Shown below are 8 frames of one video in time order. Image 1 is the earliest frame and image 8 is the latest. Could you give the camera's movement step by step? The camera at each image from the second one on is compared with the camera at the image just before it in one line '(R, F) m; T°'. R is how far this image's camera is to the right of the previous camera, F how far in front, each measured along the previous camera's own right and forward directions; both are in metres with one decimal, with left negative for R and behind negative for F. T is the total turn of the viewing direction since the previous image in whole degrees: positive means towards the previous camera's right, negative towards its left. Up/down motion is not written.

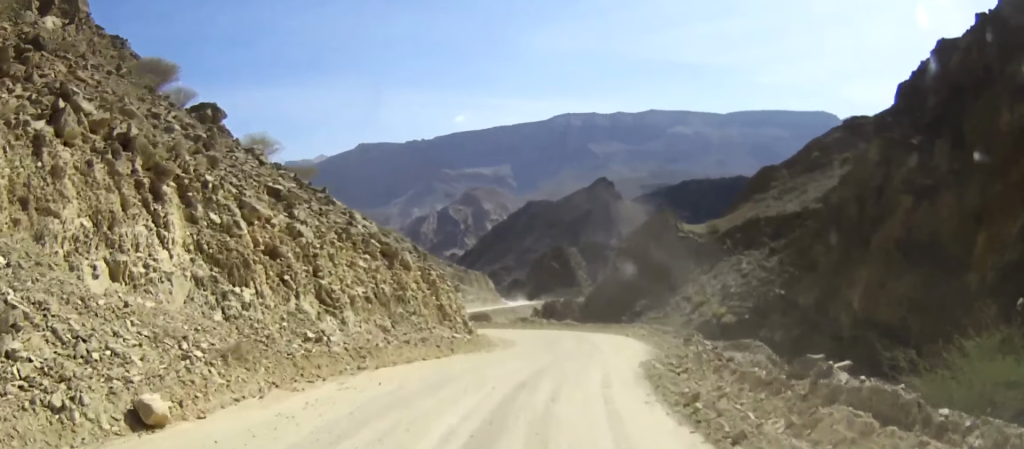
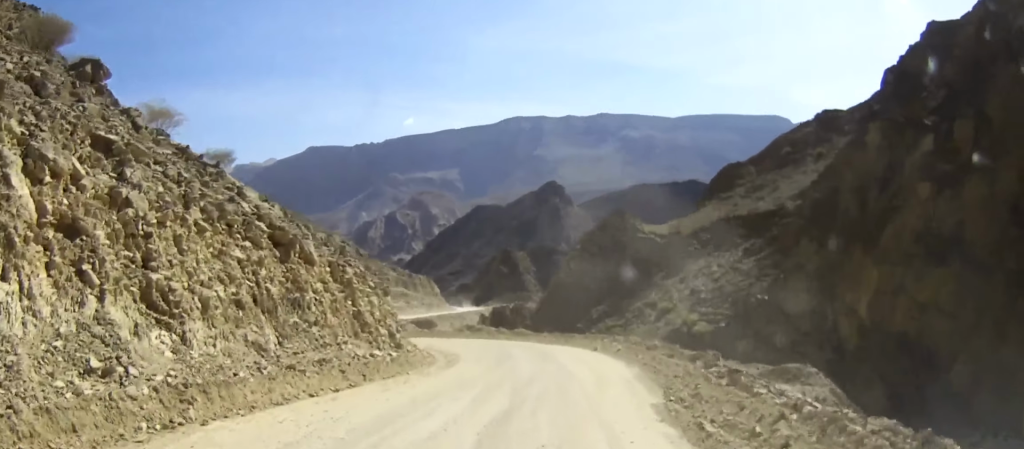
(+0.2, +8.4) m; +3°
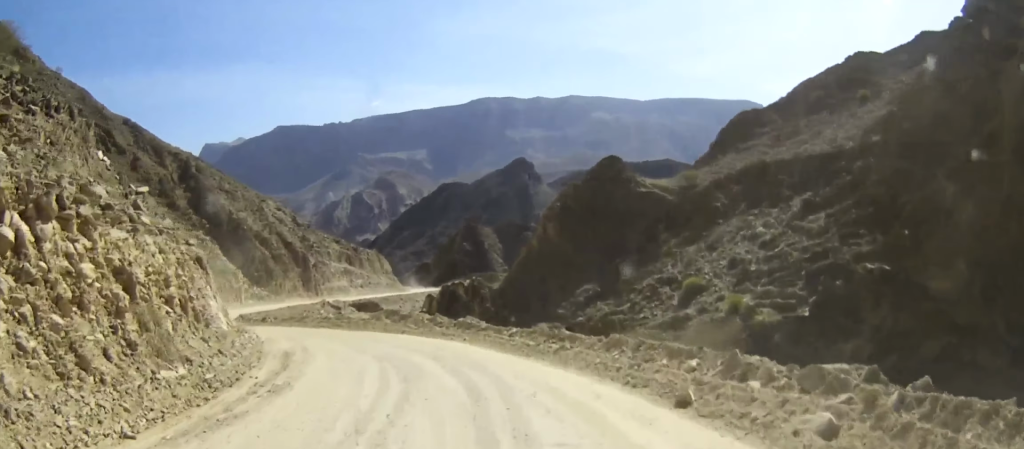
(+2.1, +24.0) m; +8°
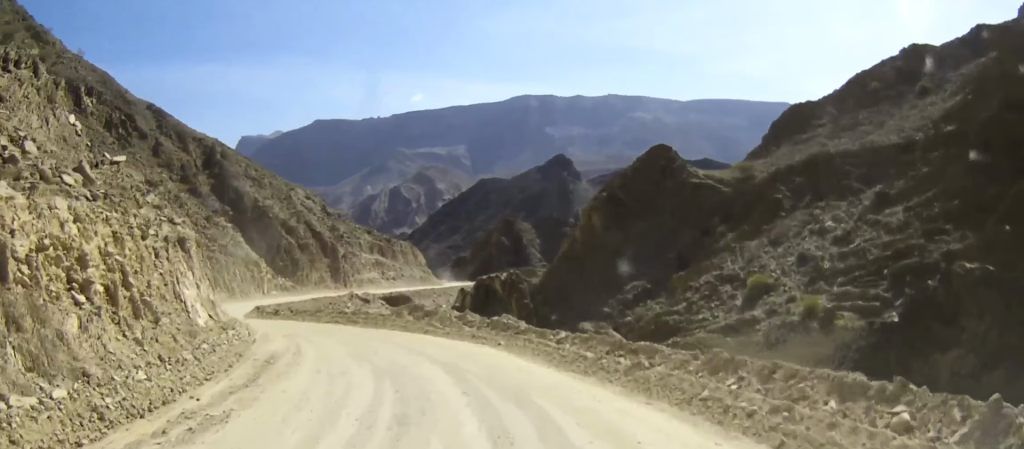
(+0.1, +5.8) m; -1°
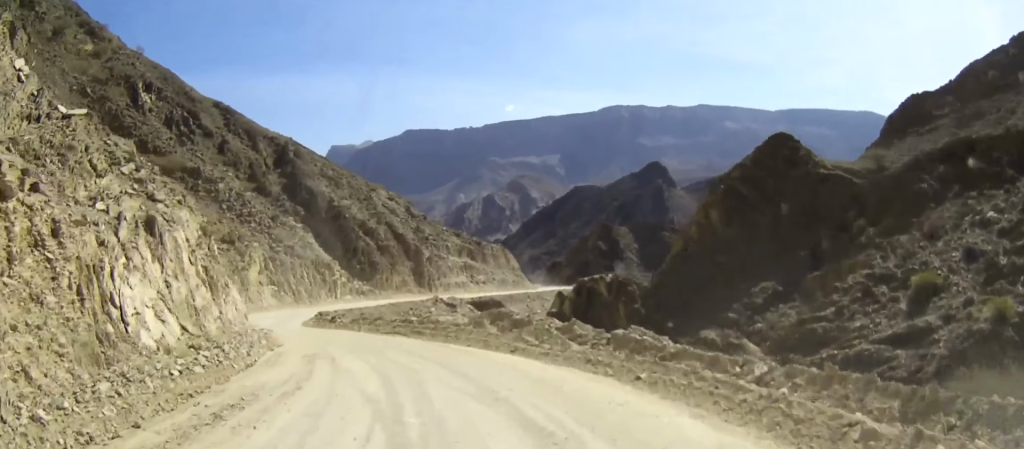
(-0.2, +8.8) m; -5°
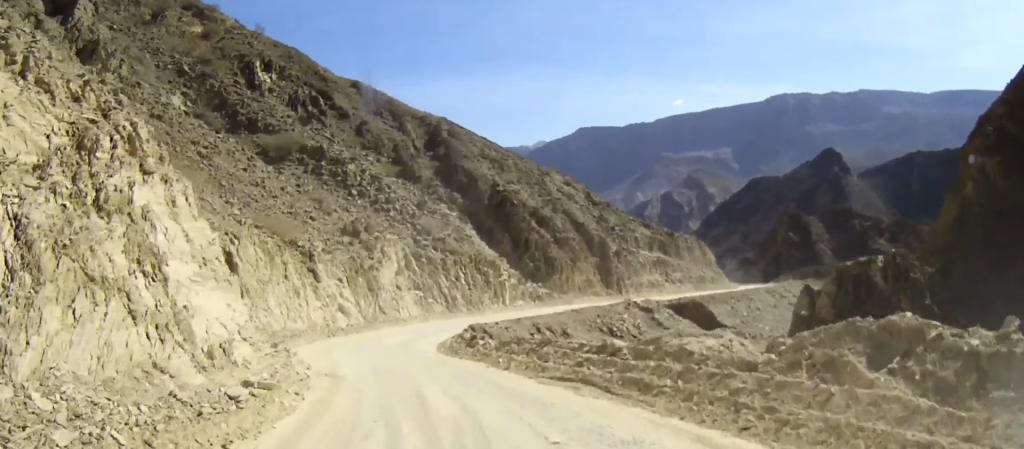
(-1.6, +15.3) m; -13°
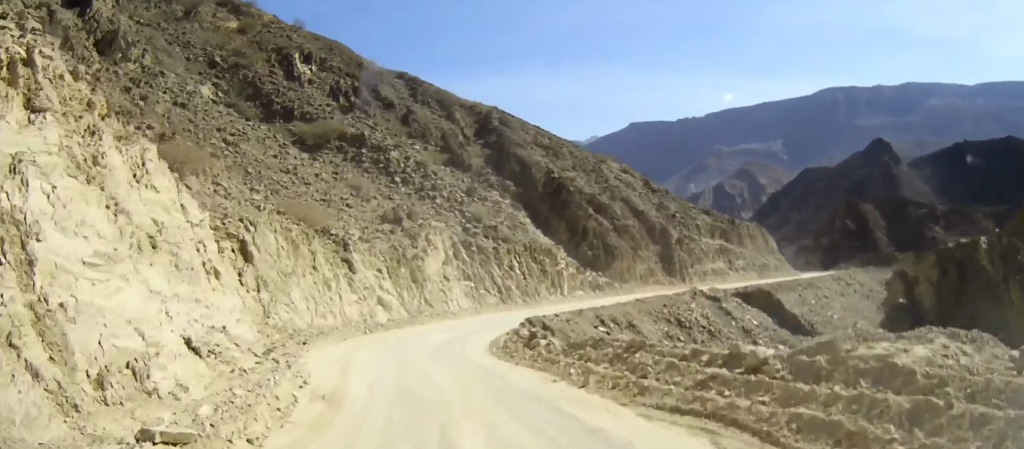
(-0.2, +4.7) m; -4°
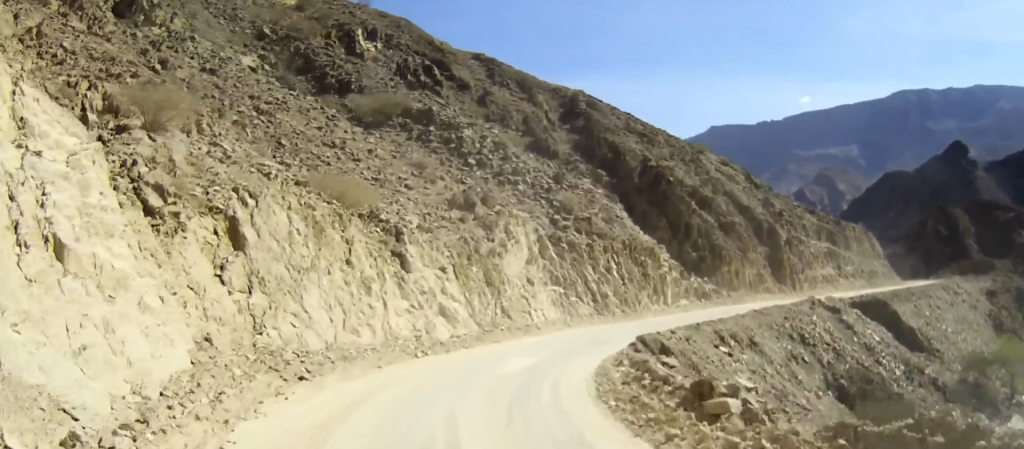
(-0.8, +9.7) m; -8°
